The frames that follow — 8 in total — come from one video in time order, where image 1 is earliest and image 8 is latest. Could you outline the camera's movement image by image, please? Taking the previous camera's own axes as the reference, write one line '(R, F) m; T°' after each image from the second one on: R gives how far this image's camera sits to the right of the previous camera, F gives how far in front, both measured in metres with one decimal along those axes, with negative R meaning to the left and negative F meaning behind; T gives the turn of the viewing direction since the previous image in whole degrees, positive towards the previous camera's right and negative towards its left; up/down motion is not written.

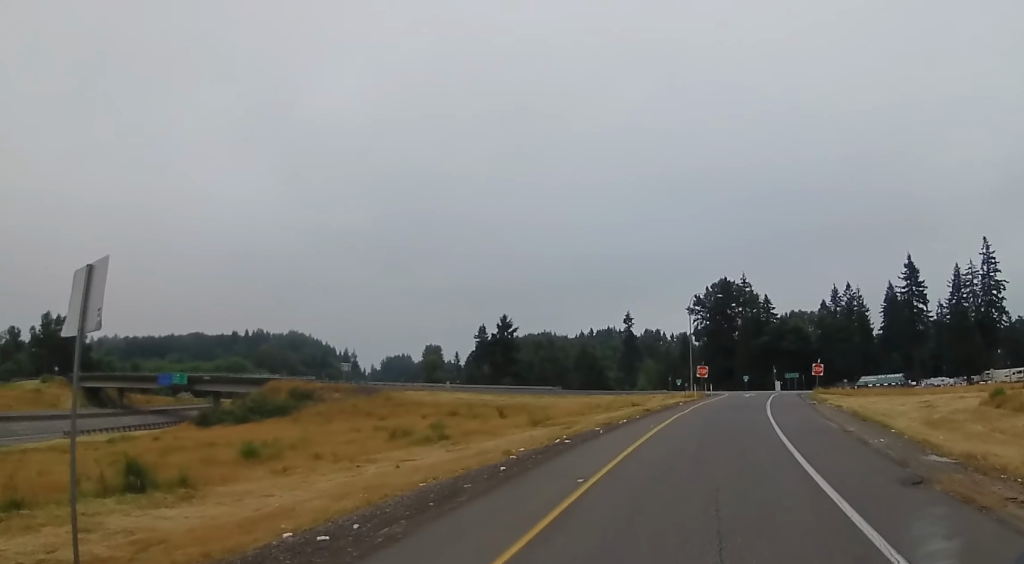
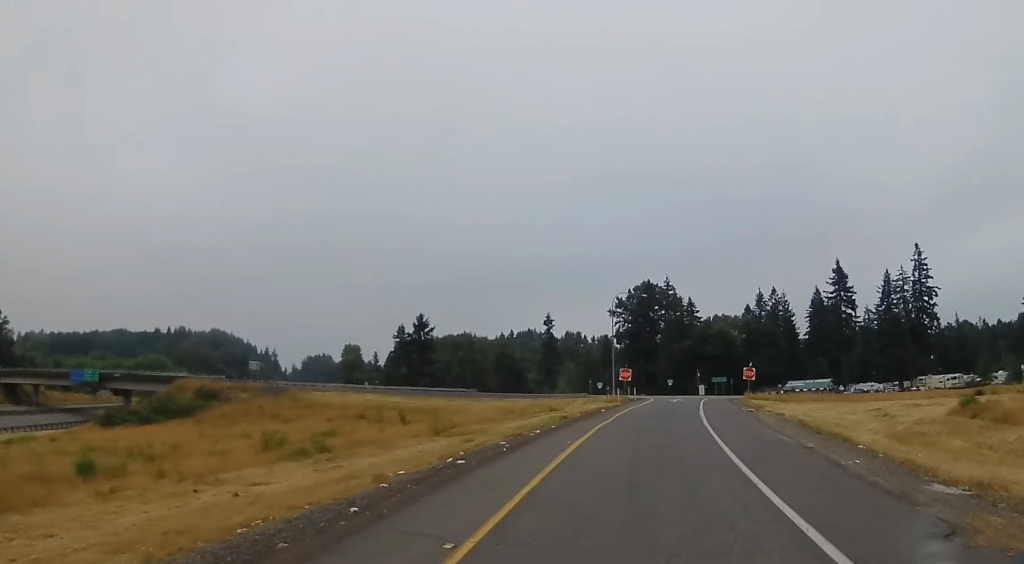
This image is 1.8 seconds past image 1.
(+0.4, +4.1) m; +7°
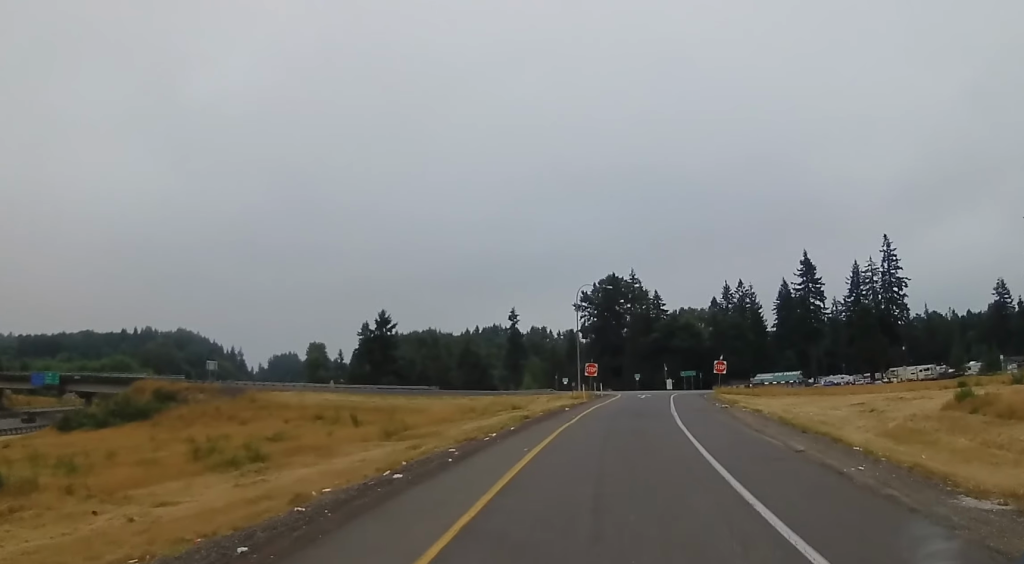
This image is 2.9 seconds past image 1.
(0.0, +2.6) m; +3°
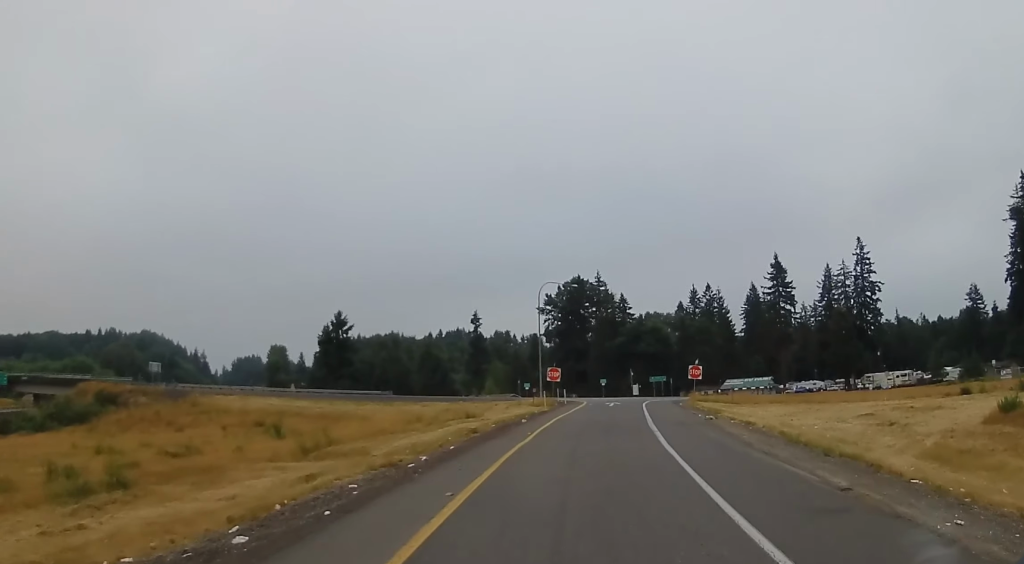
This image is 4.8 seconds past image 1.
(+0.2, +5.4) m; +3°
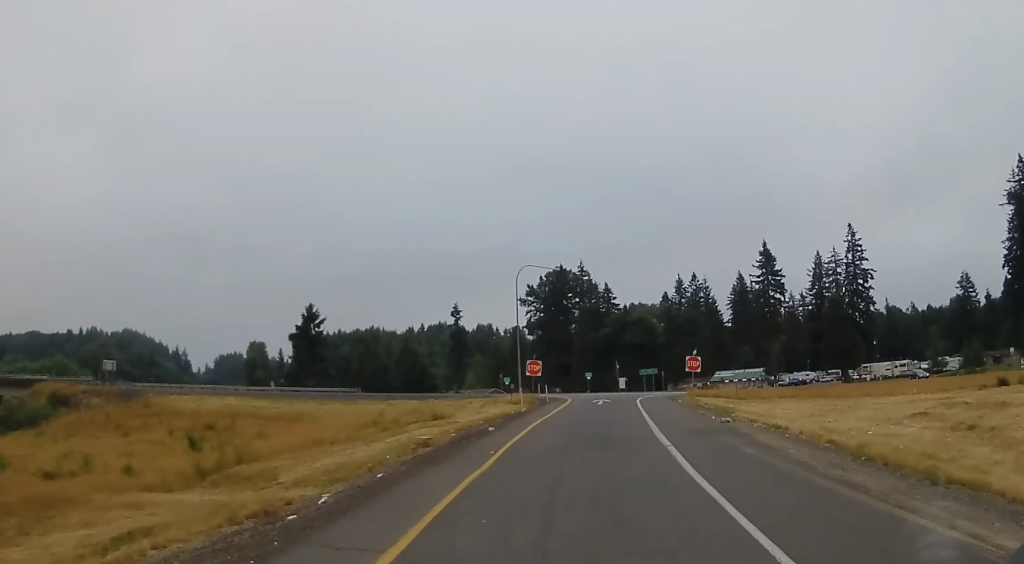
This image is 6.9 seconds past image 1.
(+0.1, +6.7) m; -2°
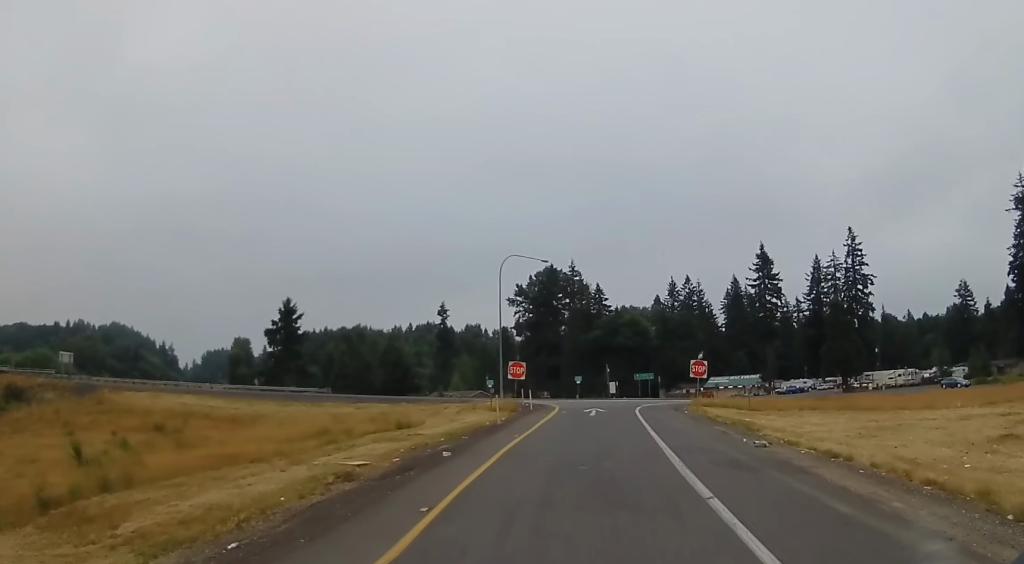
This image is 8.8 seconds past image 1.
(-0.3, +6.2) m; -1°
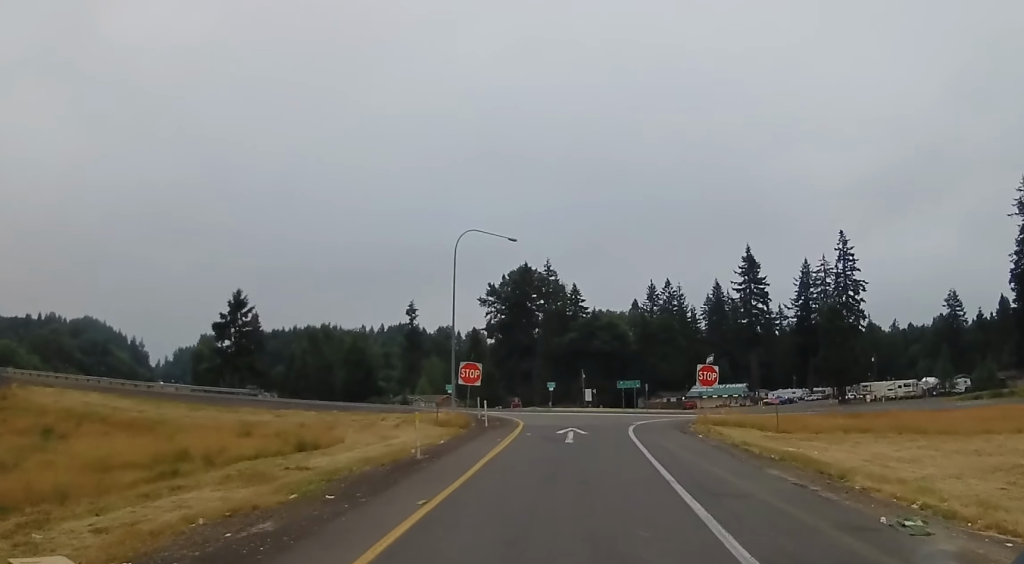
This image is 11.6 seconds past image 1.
(+0.6, +10.0) m; +4°
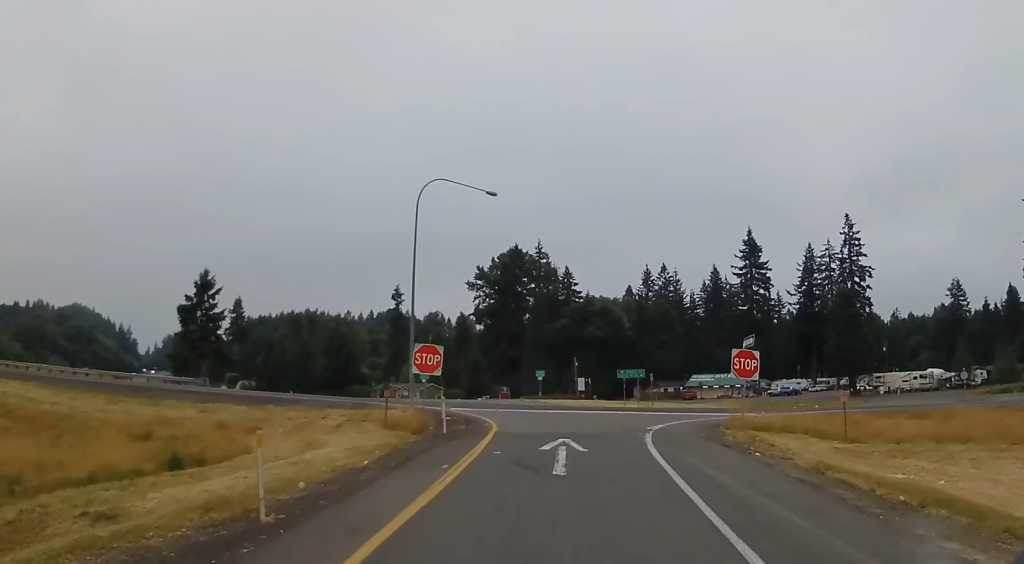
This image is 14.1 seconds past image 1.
(-0.3, +8.7) m; -4°
